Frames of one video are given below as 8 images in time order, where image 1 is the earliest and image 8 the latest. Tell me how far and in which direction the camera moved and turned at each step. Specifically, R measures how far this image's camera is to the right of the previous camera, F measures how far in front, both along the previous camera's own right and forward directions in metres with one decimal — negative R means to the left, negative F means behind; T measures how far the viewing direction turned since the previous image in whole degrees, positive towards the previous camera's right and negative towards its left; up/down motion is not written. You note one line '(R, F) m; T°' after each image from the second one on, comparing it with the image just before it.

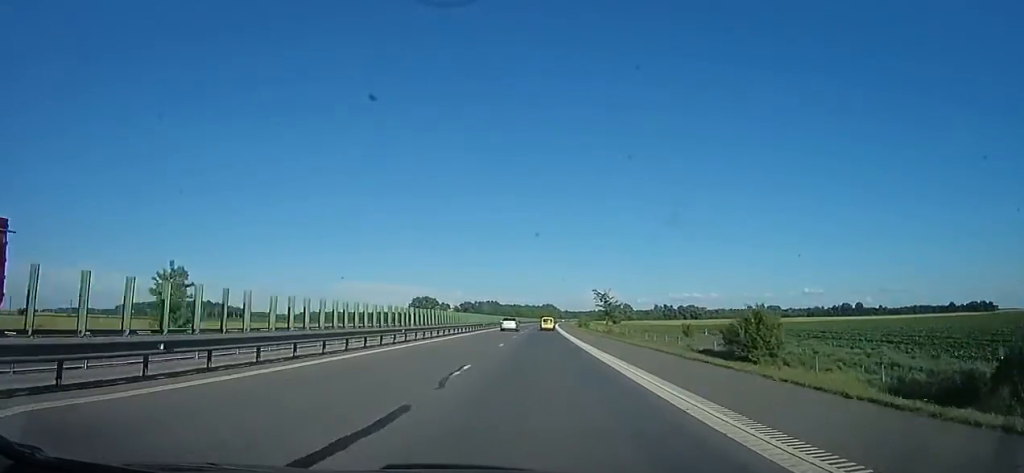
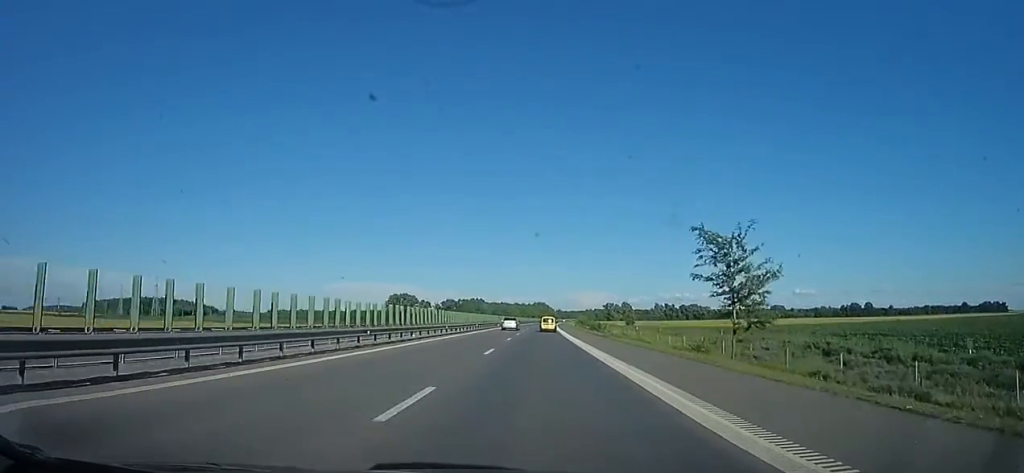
(-1.7, +52.9) m; -1°
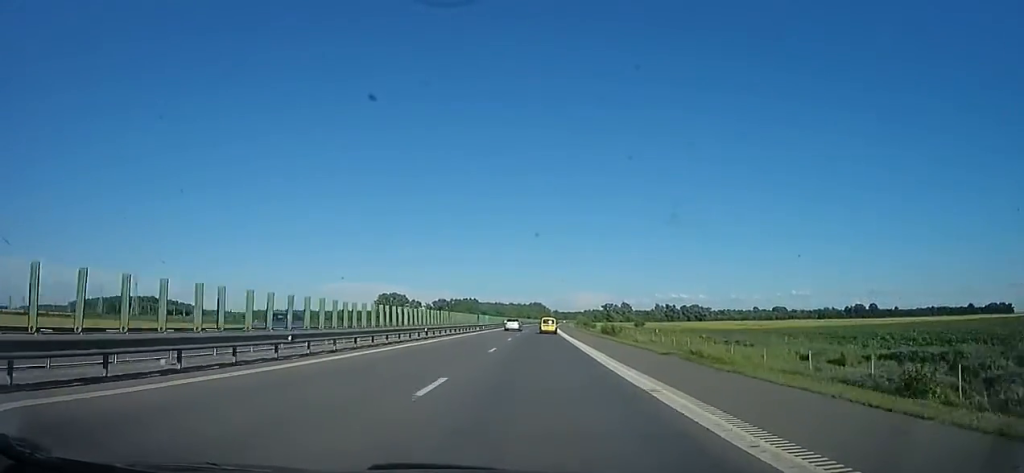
(+1.0, +22.2) m; +2°
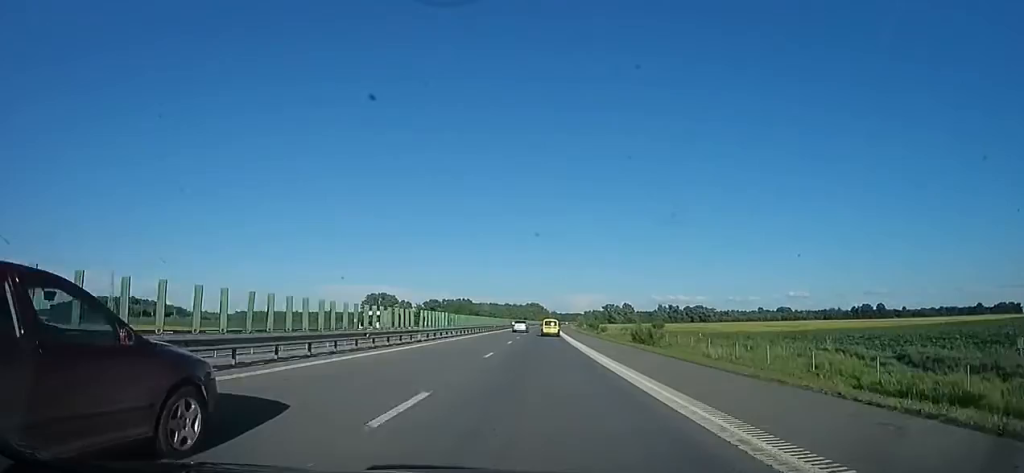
(+0.1, +26.2) m; +1°
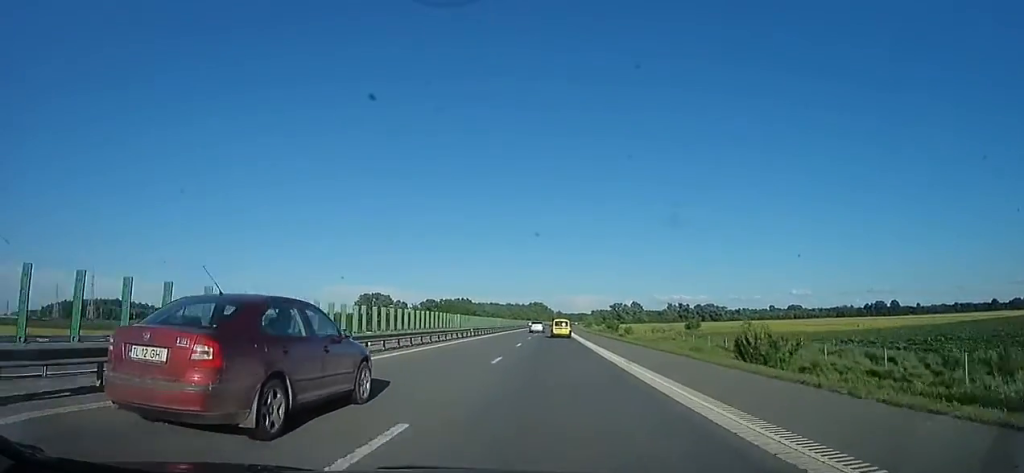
(+0.3, +26.2) m; 0°
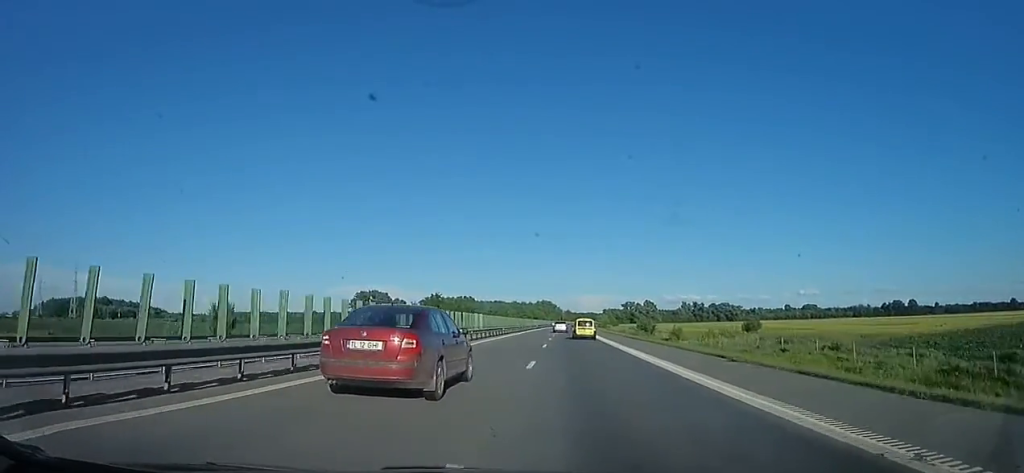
(0.0, +25.3) m; -1°
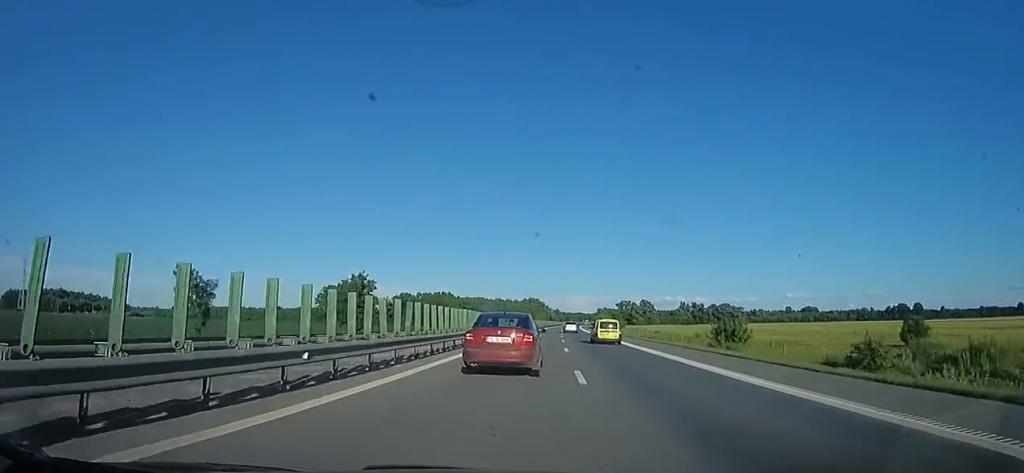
(-0.6, +38.3) m; -1°
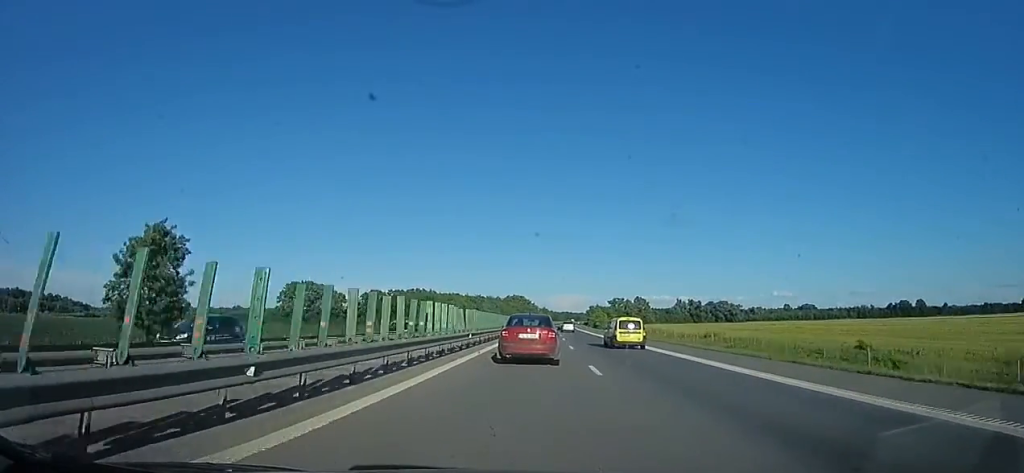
(+0.2, +34.0) m; +1°
